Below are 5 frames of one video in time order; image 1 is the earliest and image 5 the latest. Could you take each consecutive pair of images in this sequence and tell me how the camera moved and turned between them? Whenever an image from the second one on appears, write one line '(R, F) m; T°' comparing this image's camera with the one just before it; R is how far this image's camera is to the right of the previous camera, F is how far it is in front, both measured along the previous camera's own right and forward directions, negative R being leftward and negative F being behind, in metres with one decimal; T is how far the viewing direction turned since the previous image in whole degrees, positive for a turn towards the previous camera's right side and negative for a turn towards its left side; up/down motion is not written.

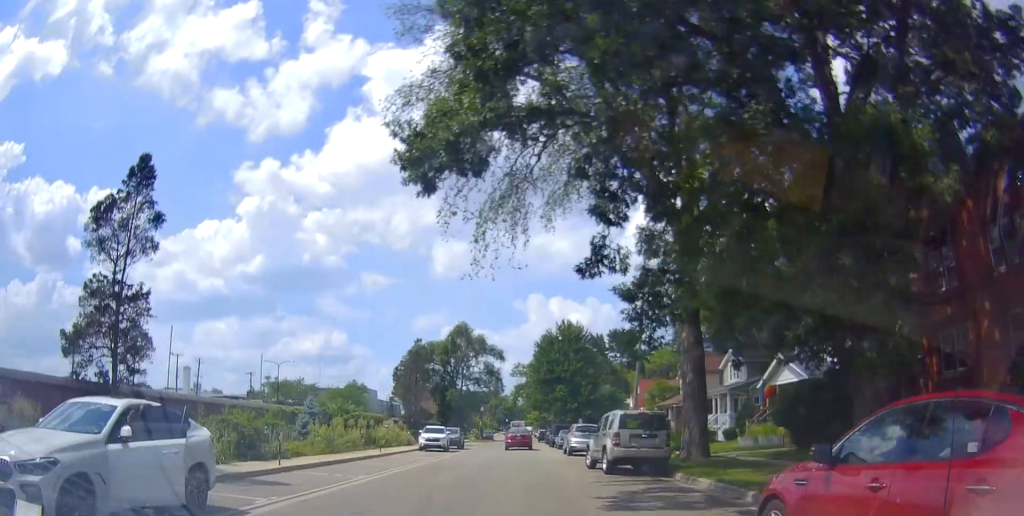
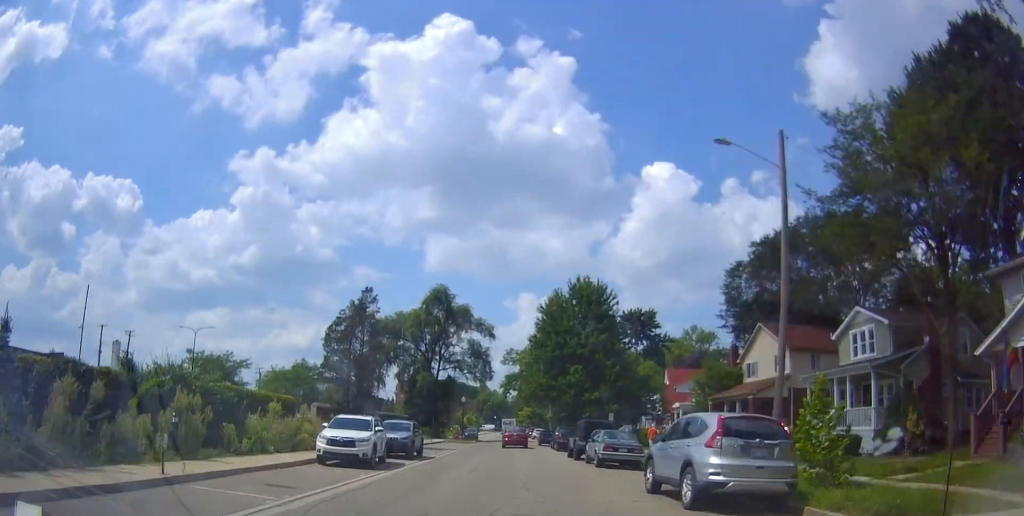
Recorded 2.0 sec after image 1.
(-1.0, +20.3) m; -3°
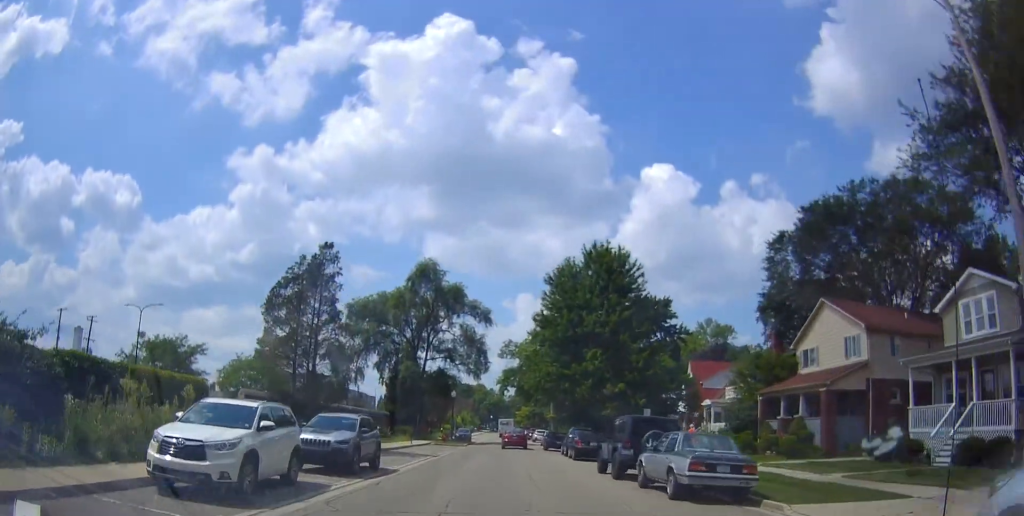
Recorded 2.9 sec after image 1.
(+0.5, +9.8) m; +3°
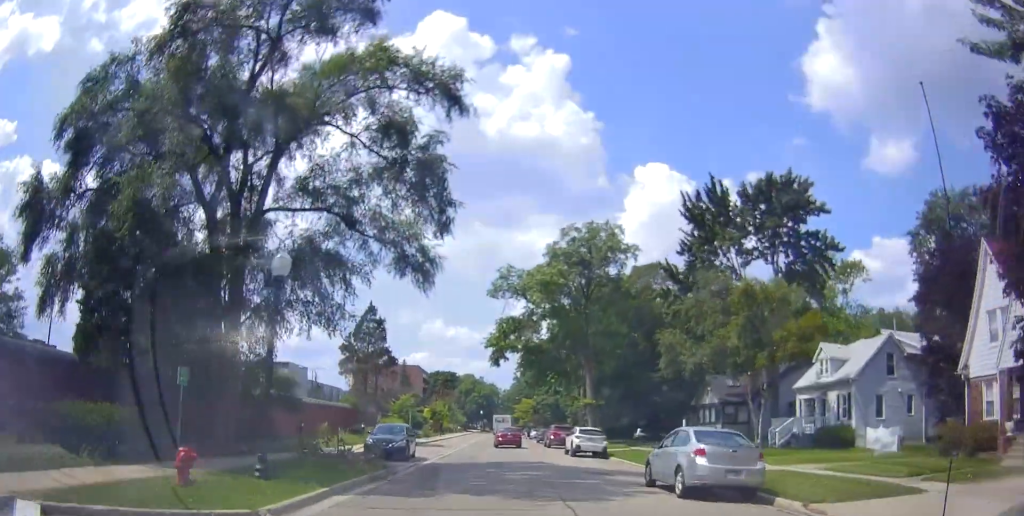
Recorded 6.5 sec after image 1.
(-1.9, +41.9) m; -2°
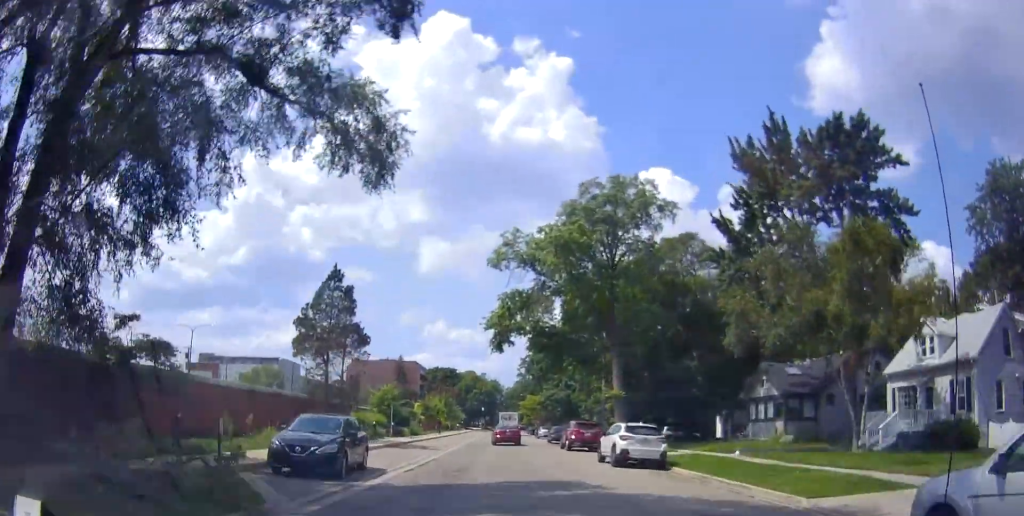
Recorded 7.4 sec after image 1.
(+0.1, +10.2) m; 0°
